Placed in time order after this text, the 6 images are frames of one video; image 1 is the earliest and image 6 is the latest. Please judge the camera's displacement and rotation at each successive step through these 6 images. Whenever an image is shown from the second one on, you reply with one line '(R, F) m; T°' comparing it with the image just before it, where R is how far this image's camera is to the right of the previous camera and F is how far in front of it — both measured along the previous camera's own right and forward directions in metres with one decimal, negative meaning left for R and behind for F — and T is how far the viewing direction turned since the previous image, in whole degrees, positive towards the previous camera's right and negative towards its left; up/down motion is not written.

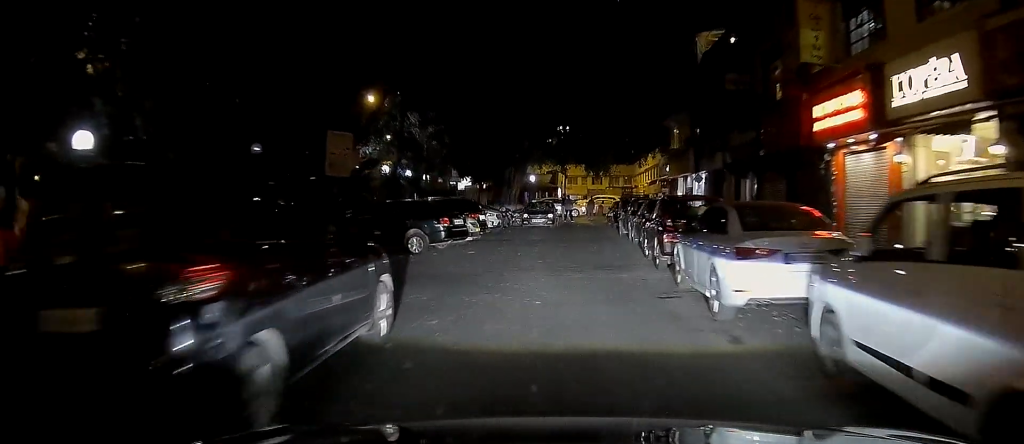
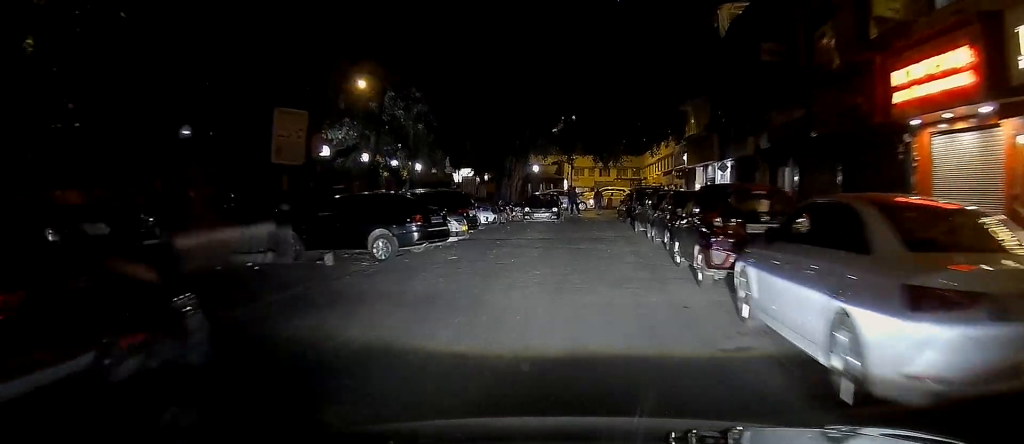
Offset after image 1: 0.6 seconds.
(-0.2, +3.8) m; 0°
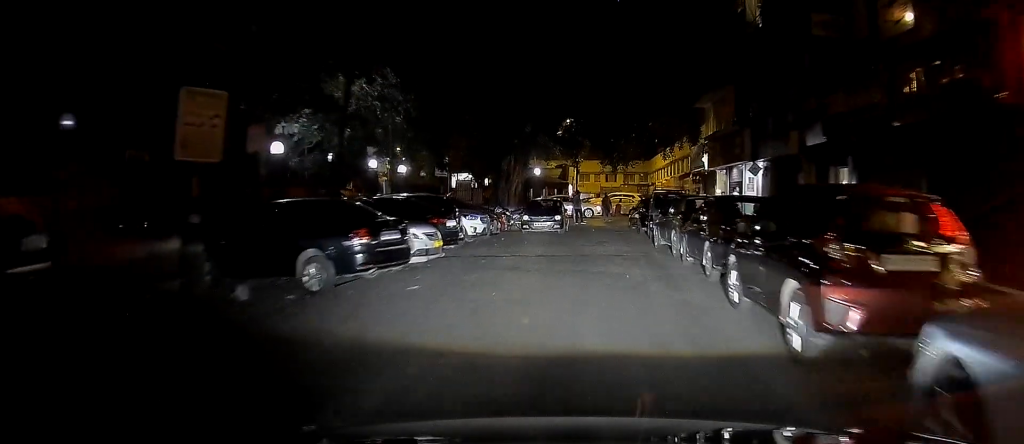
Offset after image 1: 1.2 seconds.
(+0.1, +4.1) m; 0°
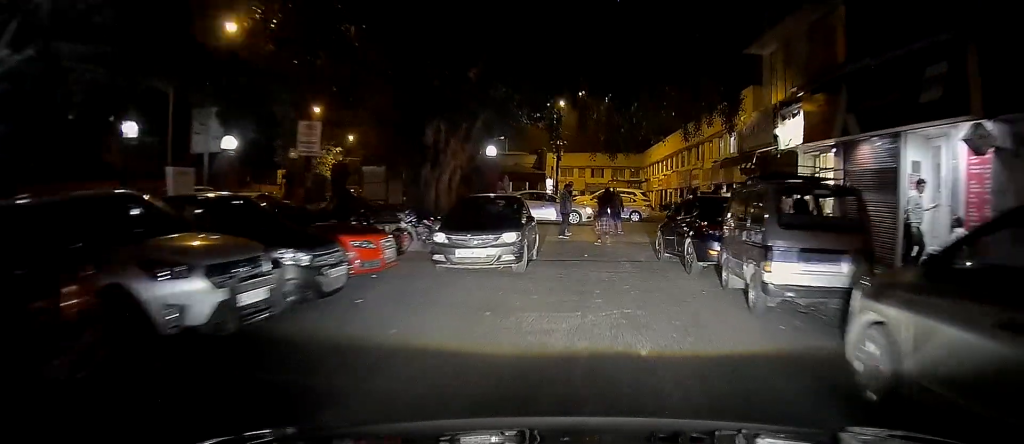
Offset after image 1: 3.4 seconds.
(+0.2, +15.1) m; 0°
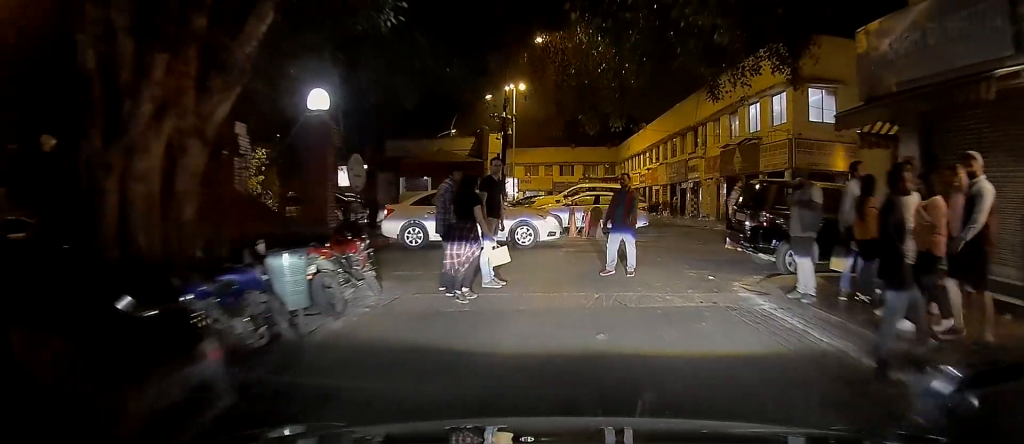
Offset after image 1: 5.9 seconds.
(-1.0, +14.9) m; -5°
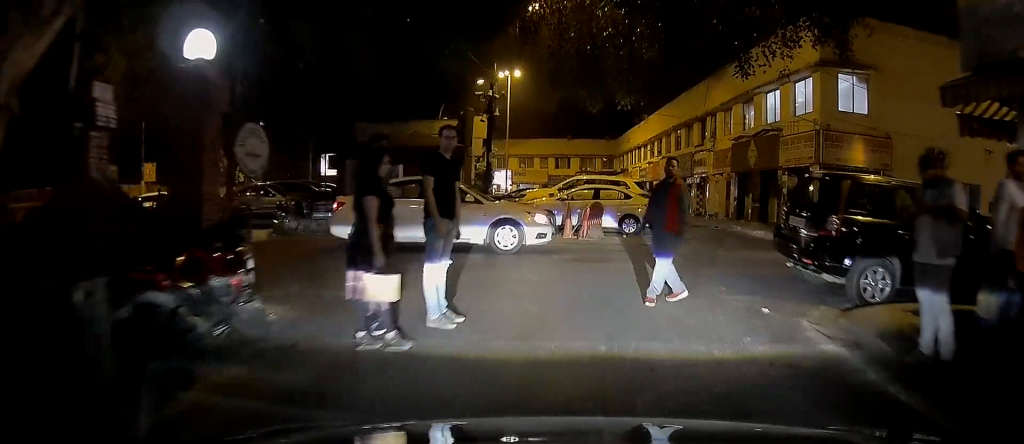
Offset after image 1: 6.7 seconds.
(+0.2, +4.4) m; +4°
